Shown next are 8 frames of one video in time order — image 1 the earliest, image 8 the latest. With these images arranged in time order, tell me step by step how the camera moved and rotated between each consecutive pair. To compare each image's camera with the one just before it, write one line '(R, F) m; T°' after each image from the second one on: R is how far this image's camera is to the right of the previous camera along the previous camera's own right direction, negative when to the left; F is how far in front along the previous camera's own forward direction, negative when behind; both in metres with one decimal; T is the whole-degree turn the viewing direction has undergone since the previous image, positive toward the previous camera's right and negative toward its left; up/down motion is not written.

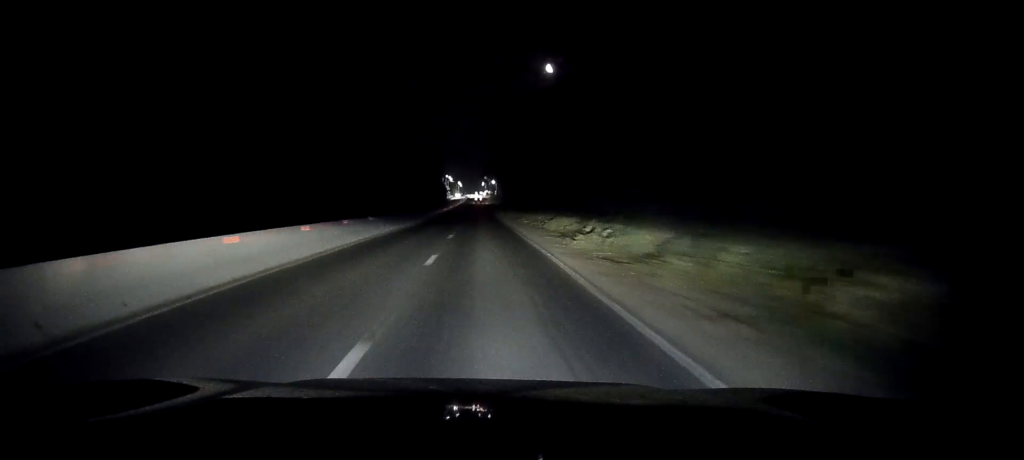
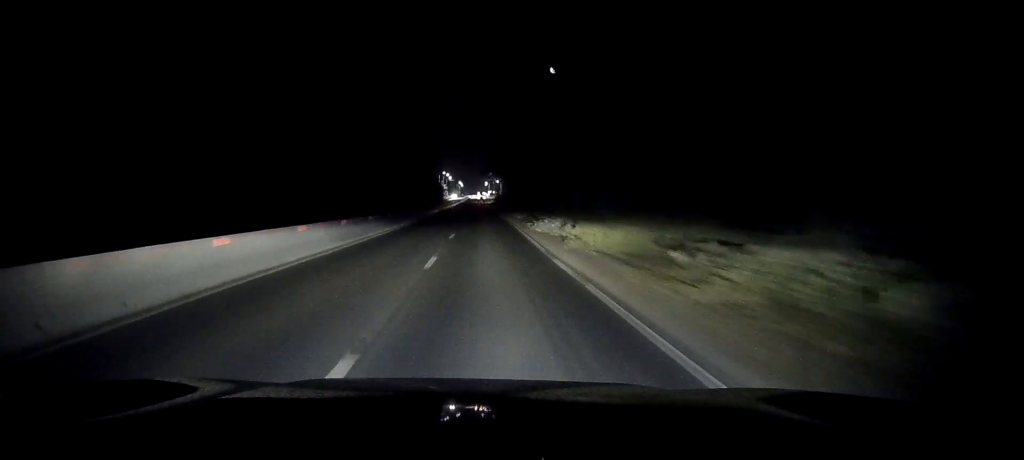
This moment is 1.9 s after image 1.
(0.0, +48.8) m; 0°
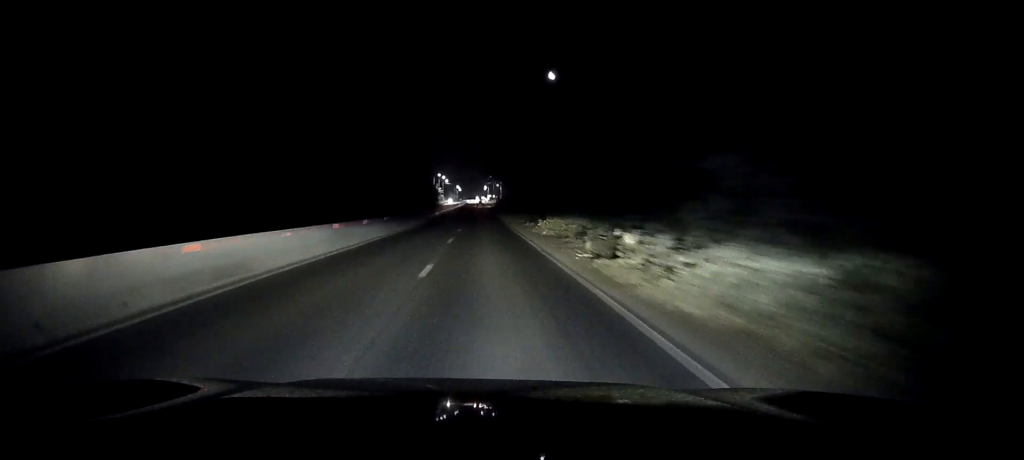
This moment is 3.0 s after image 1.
(+0.1, +25.4) m; 0°
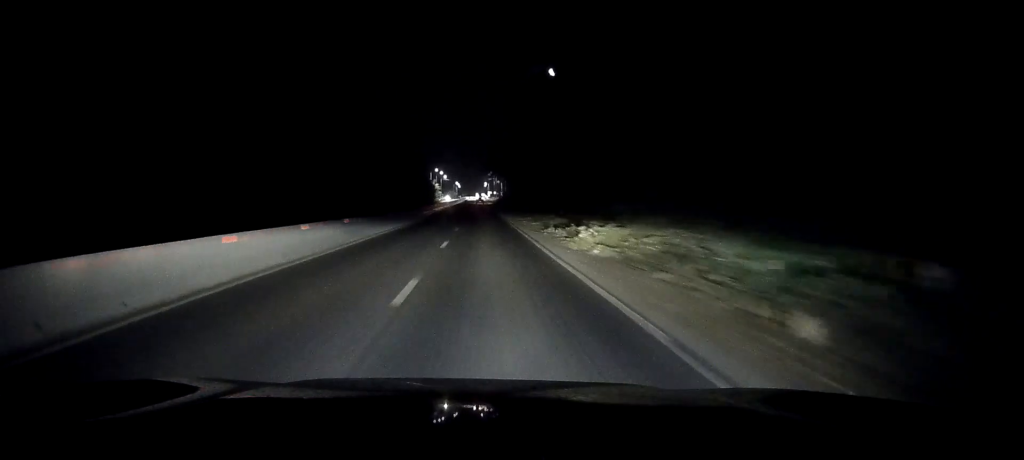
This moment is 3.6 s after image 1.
(0.0, +15.3) m; 0°
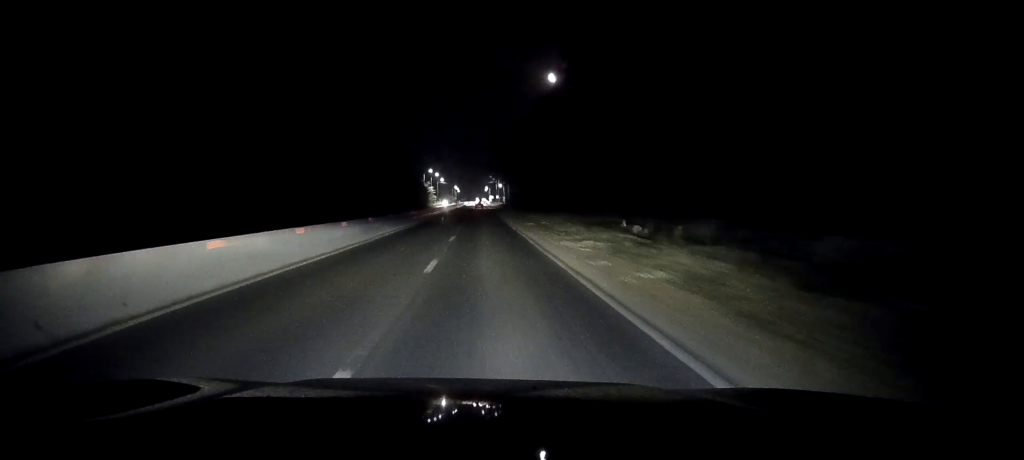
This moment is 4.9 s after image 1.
(0.0, +30.9) m; 0°
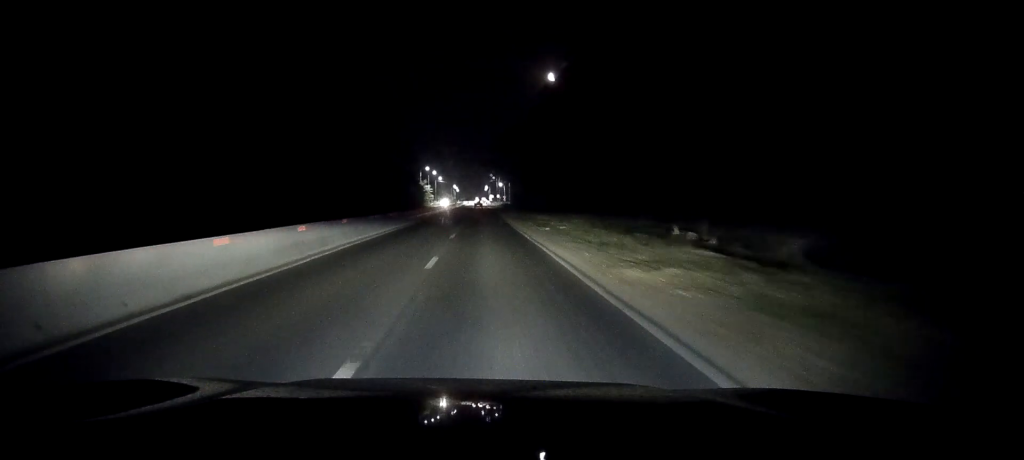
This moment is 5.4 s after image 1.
(0.0, +11.8) m; 0°
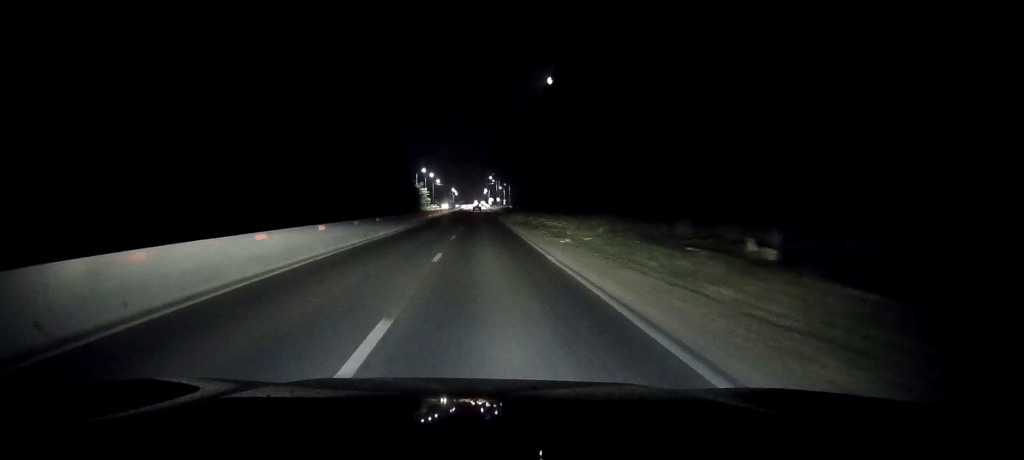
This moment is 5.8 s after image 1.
(0.0, +9.5) m; 0°
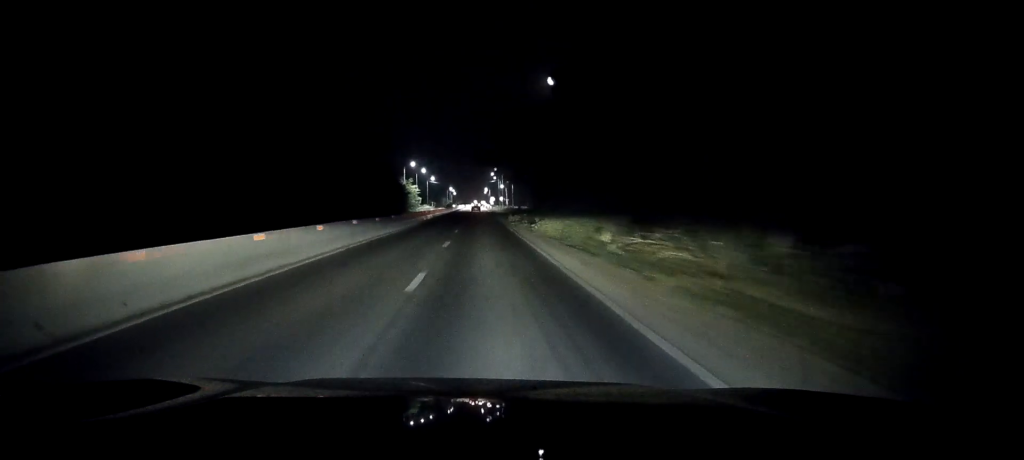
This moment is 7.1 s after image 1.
(0.0, +29.8) m; 0°
